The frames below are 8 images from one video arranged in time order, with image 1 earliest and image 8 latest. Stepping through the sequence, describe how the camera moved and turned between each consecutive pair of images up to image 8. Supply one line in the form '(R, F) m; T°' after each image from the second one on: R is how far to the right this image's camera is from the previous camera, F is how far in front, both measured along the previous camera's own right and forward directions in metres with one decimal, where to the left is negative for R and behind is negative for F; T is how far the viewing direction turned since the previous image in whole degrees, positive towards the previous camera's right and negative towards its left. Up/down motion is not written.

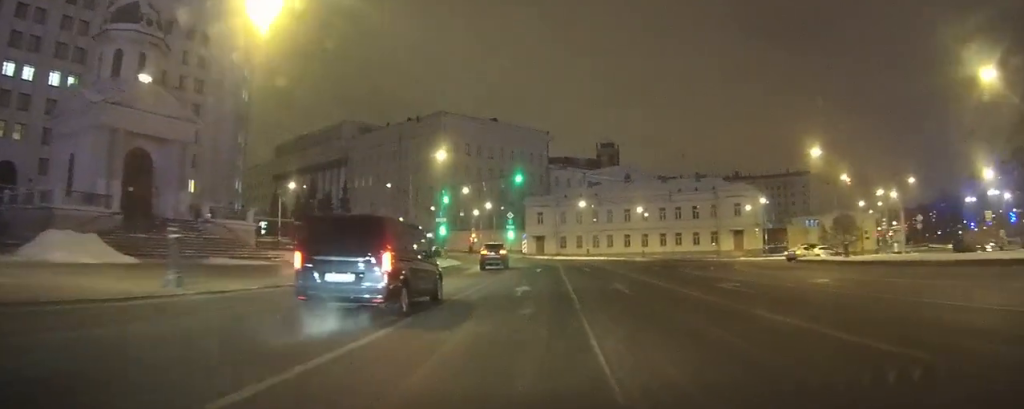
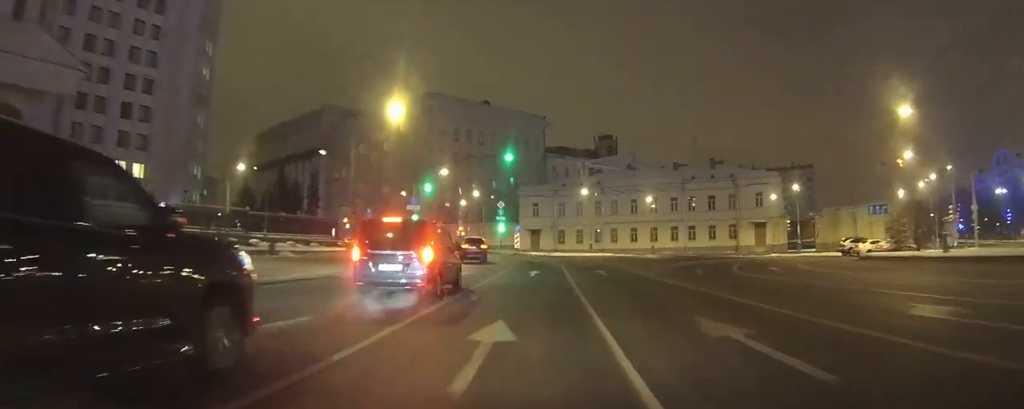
(-0.2, +14.1) m; -1°
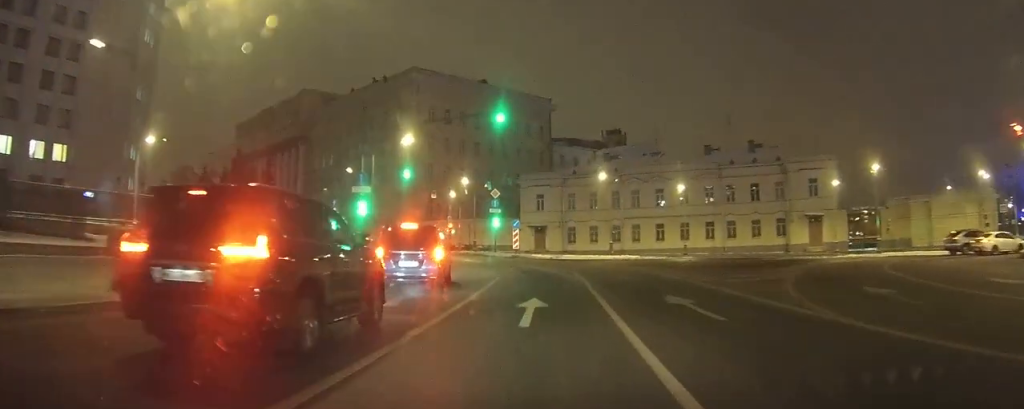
(-0.2, +20.0) m; -2°
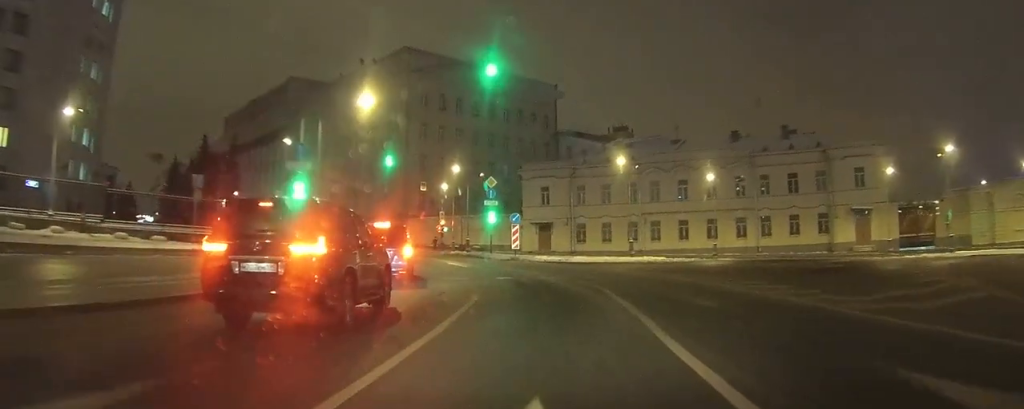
(-0.3, +11.1) m; -2°
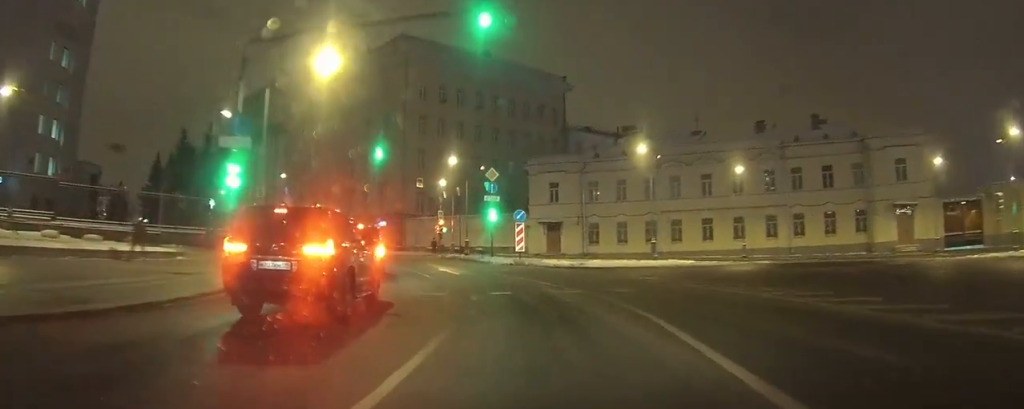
(-0.1, +6.9) m; -2°
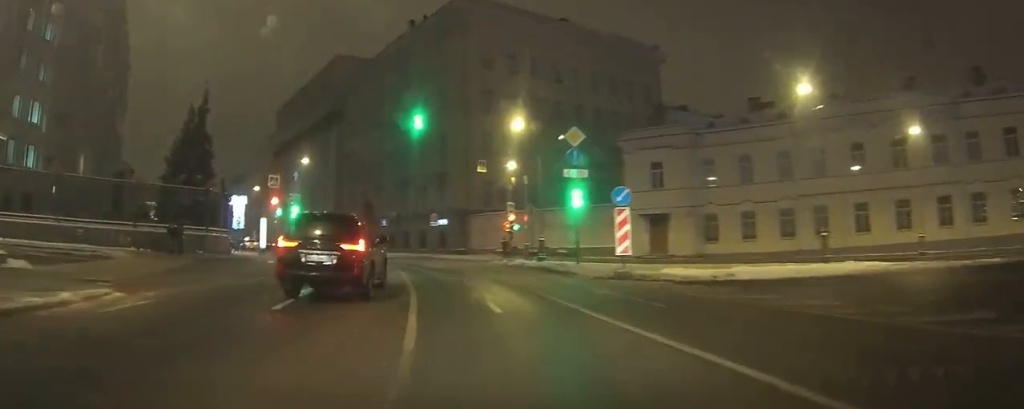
(-0.9, +16.0) m; -9°
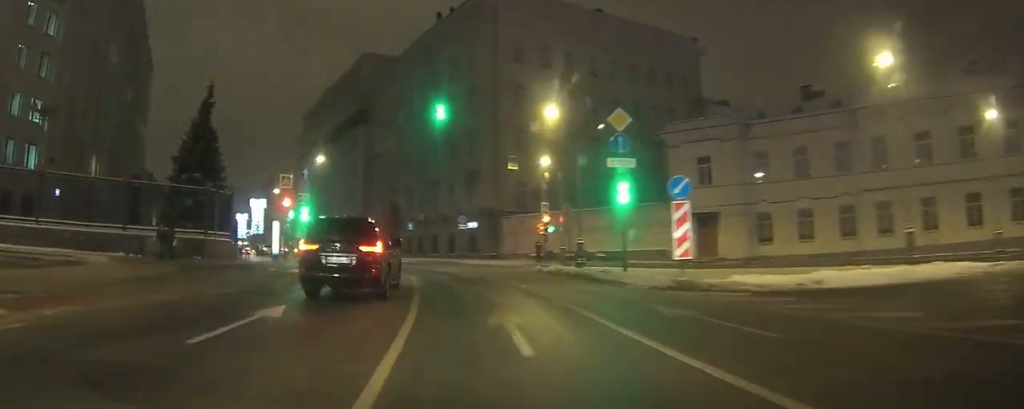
(-0.1, +4.4) m; -3°
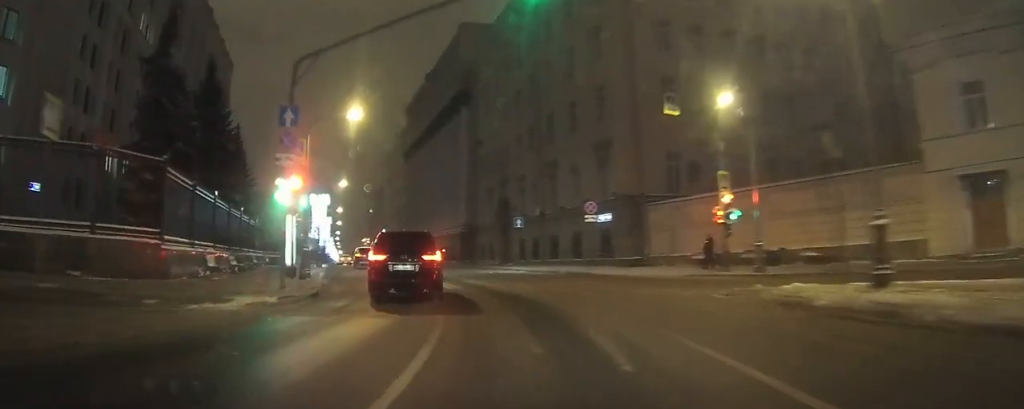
(-2.0, +17.8) m; -10°
